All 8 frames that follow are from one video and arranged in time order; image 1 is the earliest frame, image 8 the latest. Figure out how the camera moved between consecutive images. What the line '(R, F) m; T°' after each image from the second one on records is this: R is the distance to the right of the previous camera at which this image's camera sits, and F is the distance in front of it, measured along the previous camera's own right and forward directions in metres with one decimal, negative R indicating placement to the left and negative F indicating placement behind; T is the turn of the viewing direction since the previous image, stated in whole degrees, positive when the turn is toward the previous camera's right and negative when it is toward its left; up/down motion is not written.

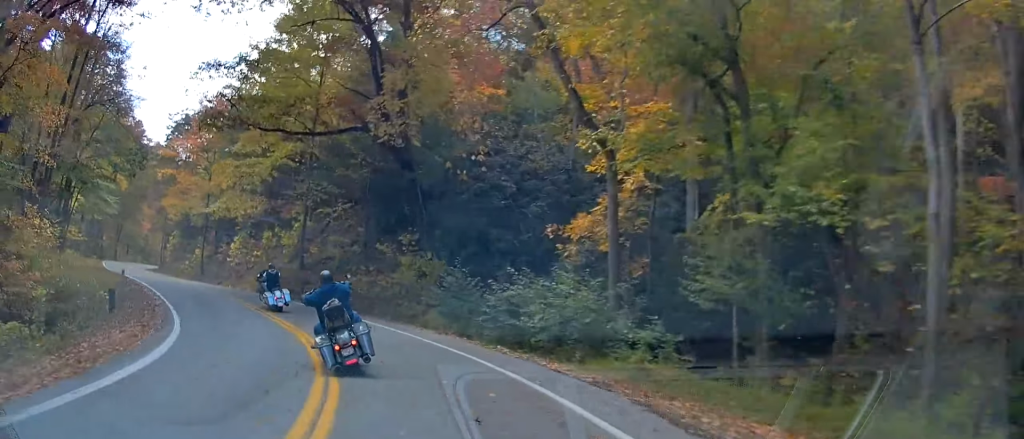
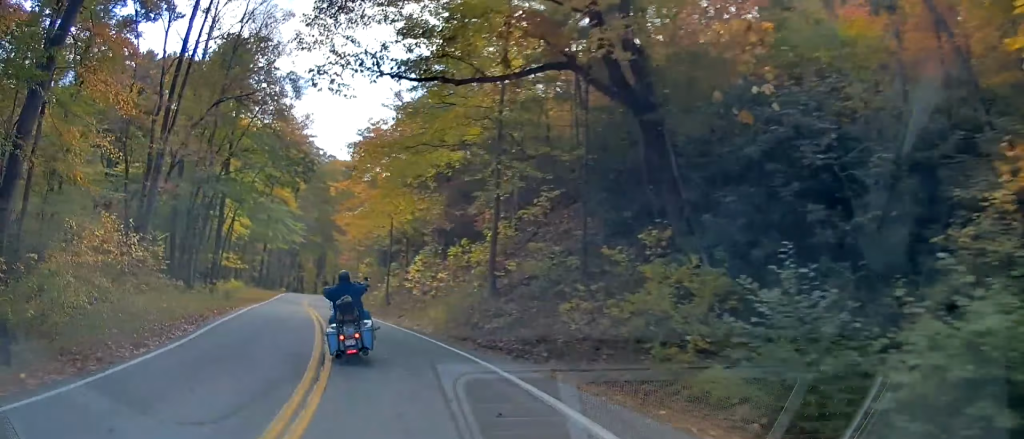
(-2.4, +12.7) m; -18°
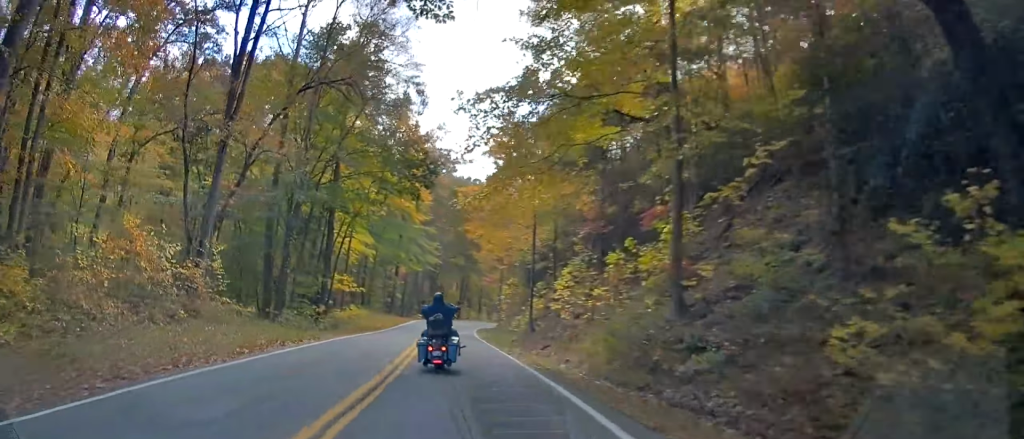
(-1.0, +9.4) m; -9°
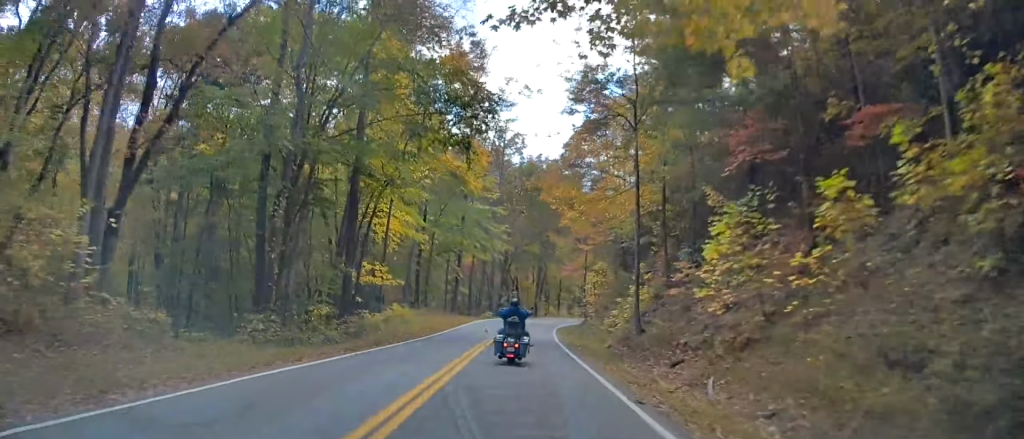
(-0.9, +13.6) m; -6°
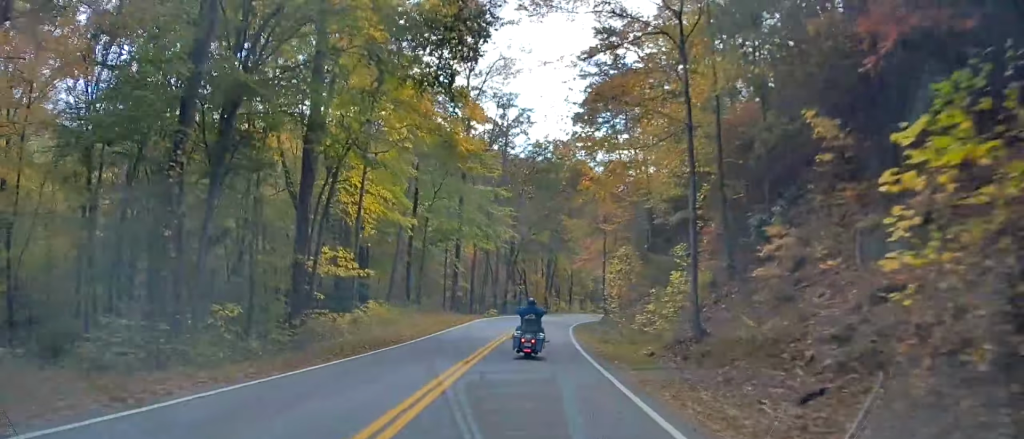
(-0.3, +8.9) m; -2°
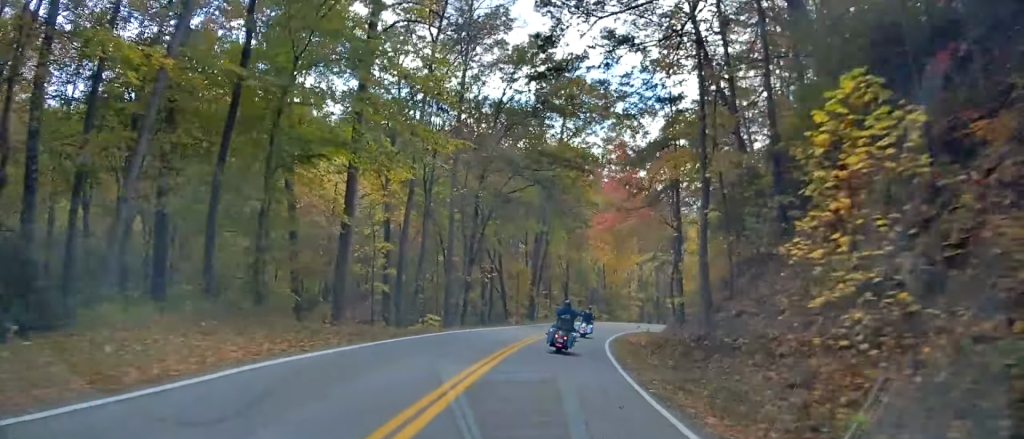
(-1.6, +32.2) m; -2°
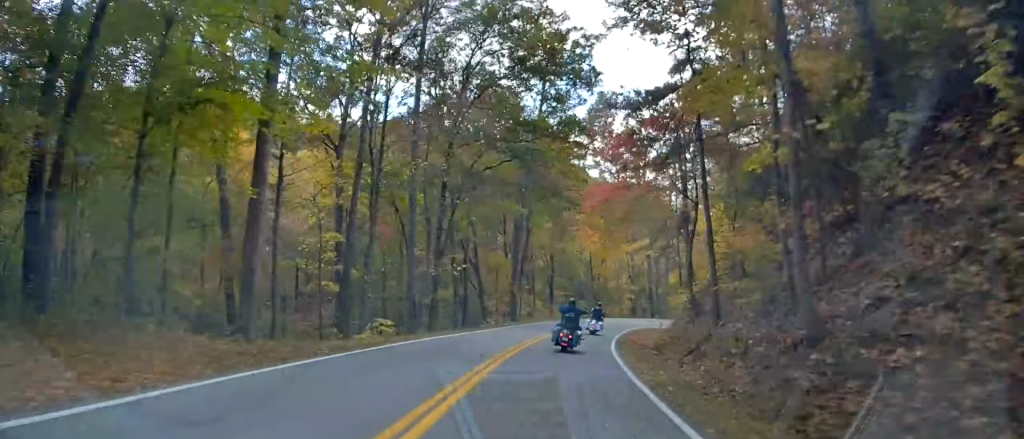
(0.0, +7.7) m; +1°
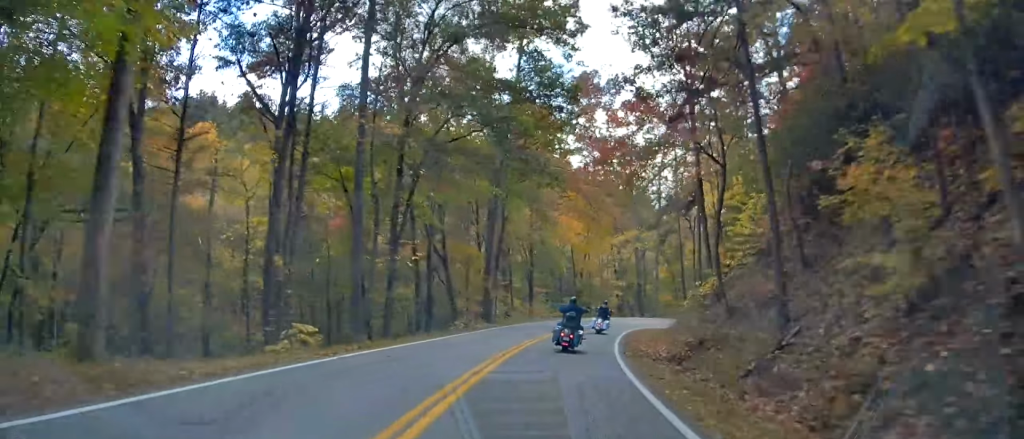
(+0.4, +7.1) m; +1°
